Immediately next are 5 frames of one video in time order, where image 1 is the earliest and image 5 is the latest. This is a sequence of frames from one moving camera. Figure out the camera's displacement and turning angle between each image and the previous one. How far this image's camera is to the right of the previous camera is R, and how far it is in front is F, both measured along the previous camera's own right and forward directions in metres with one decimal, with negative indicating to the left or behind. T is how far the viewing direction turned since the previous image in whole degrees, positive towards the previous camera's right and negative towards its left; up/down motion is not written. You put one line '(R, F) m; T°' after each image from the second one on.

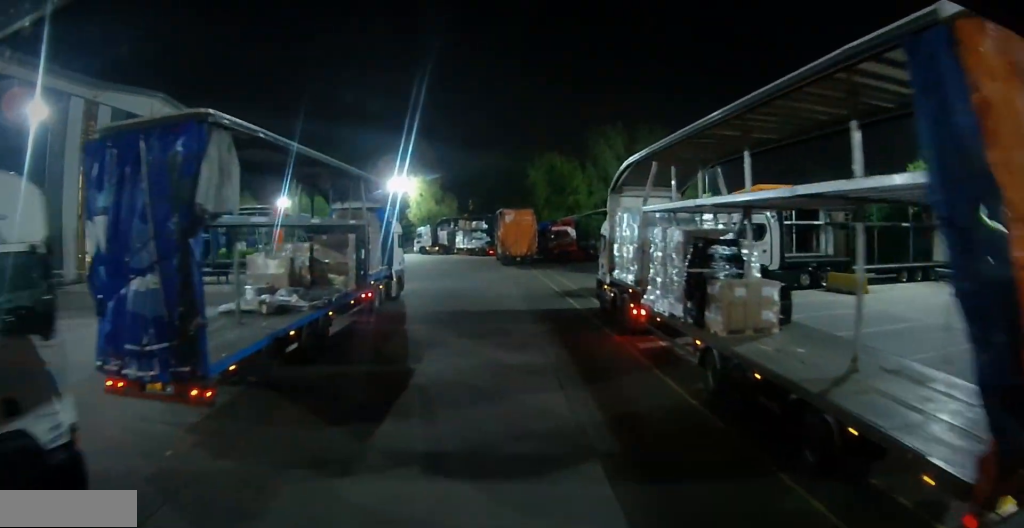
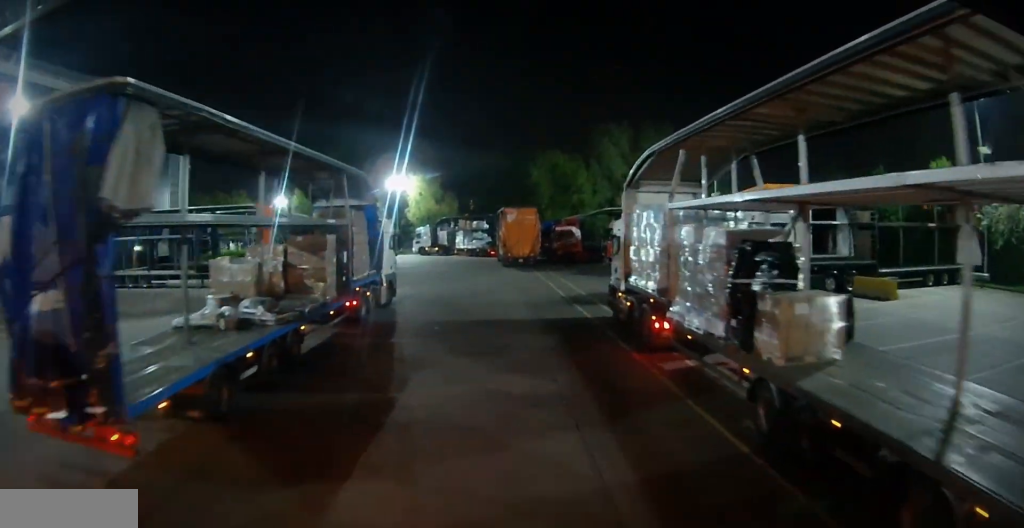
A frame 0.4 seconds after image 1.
(0.0, +3.0) m; 0°
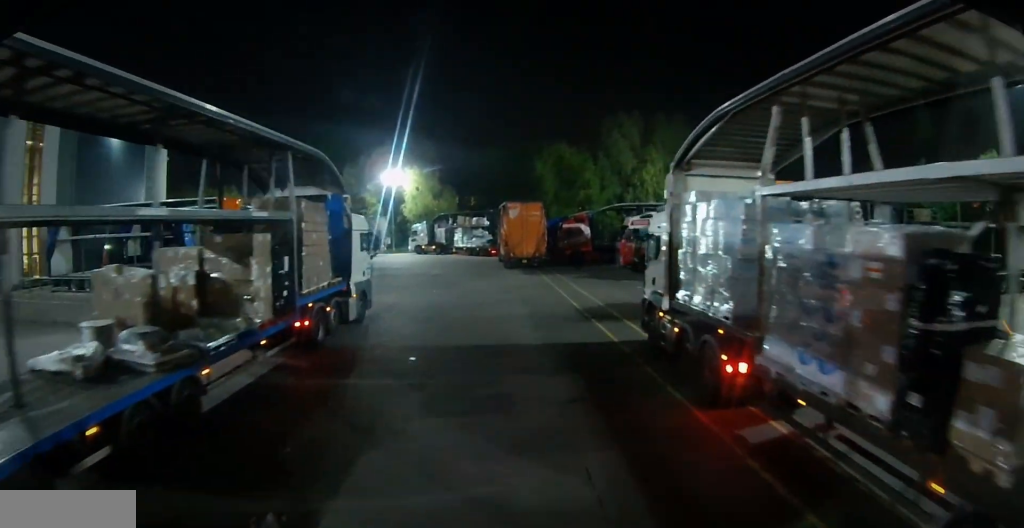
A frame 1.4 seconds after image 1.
(0.0, +7.1) m; 0°
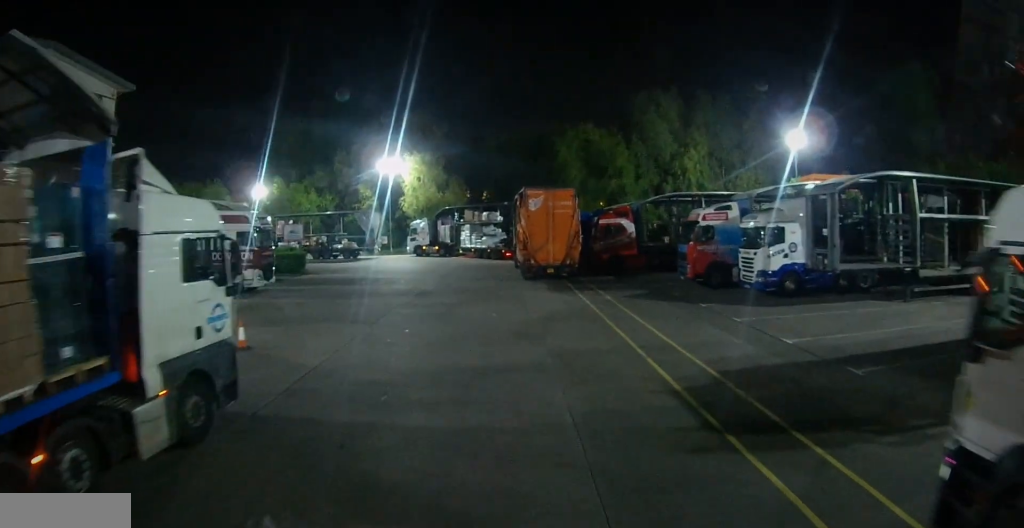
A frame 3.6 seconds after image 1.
(0.0, +17.4) m; 0°
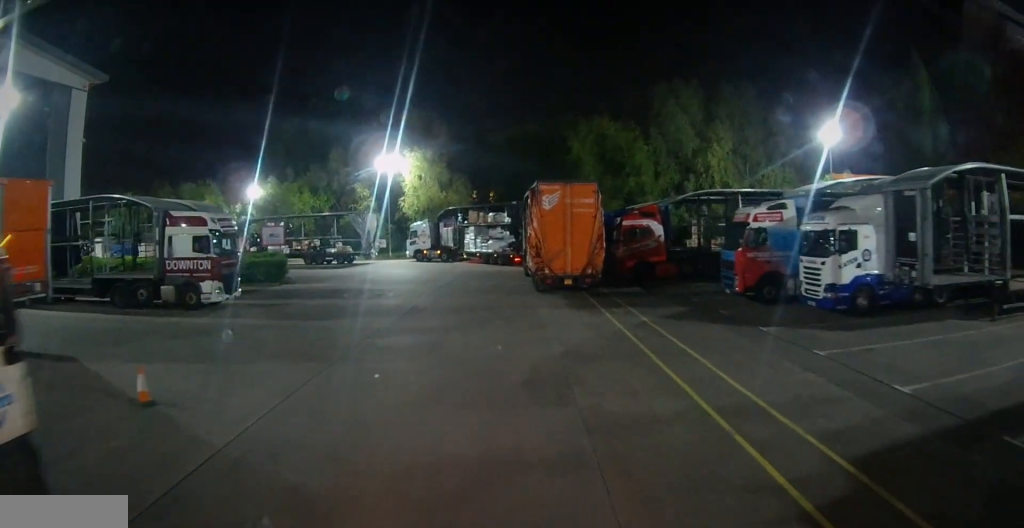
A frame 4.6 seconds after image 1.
(0.0, +7.9) m; -1°
